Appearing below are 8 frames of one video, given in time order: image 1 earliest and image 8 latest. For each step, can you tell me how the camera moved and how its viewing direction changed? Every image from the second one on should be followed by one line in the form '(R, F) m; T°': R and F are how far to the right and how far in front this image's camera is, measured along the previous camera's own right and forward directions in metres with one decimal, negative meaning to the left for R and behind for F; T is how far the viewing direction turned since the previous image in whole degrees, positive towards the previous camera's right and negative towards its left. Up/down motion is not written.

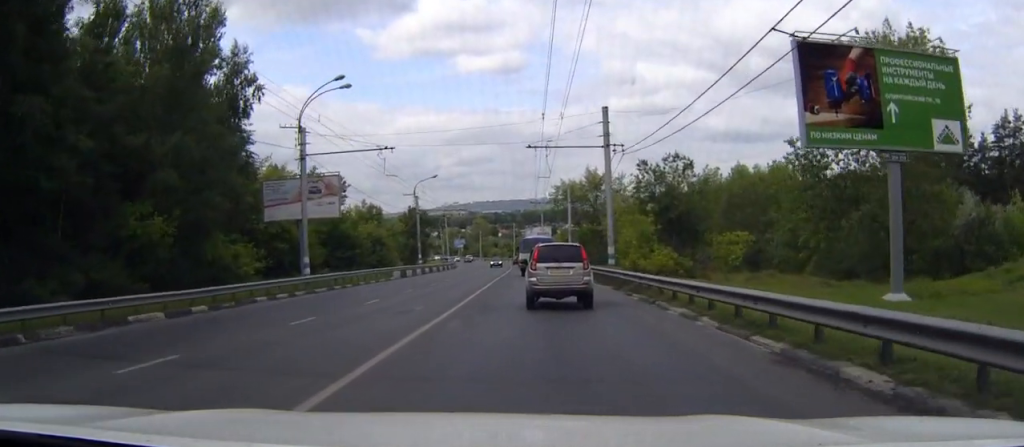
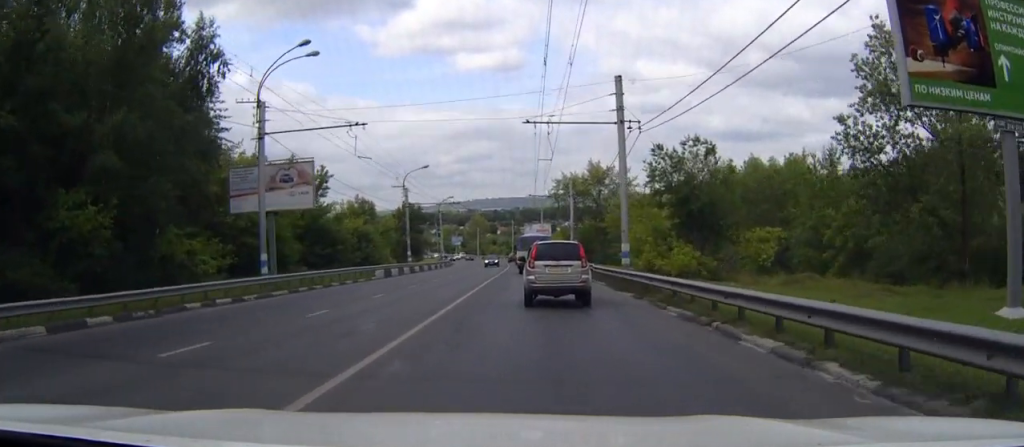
(0.0, +6.5) m; 0°
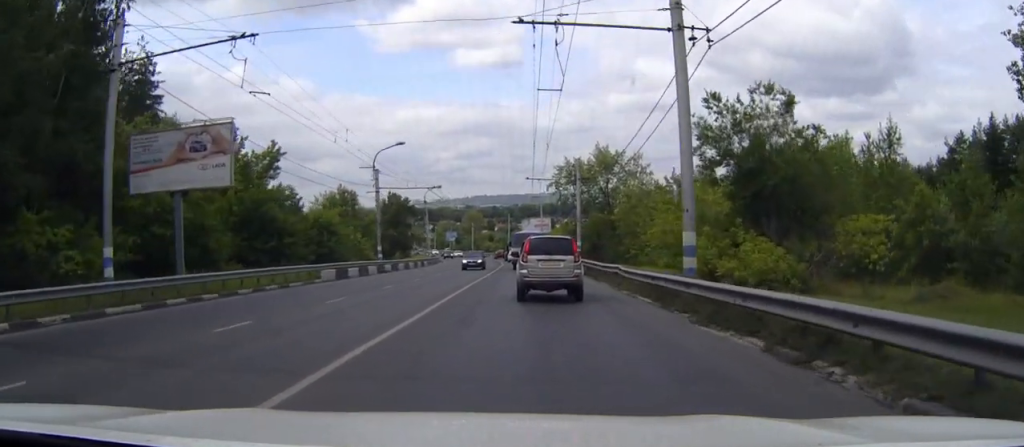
(0.0, +13.7) m; 0°
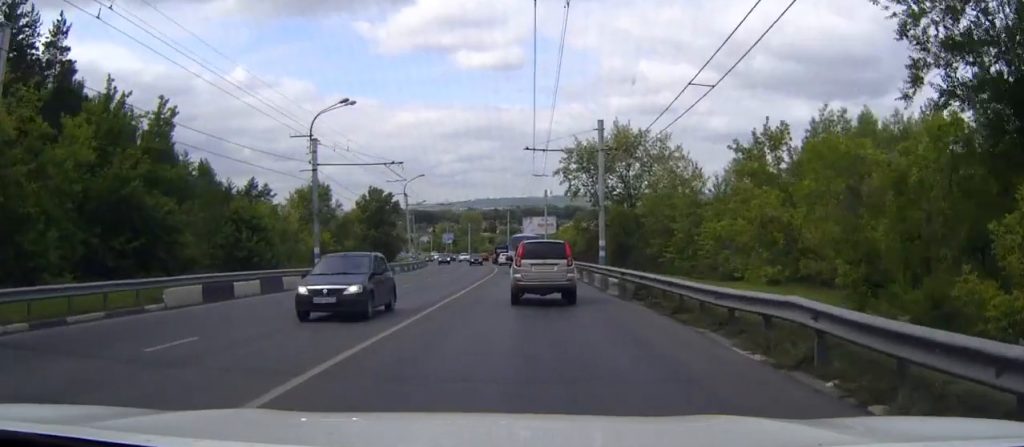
(0.0, +18.6) m; 0°
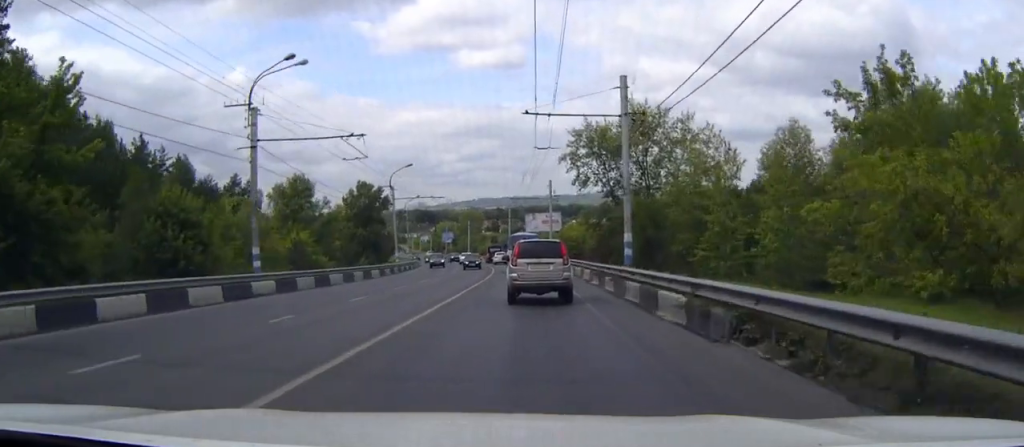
(0.0, +10.3) m; 0°
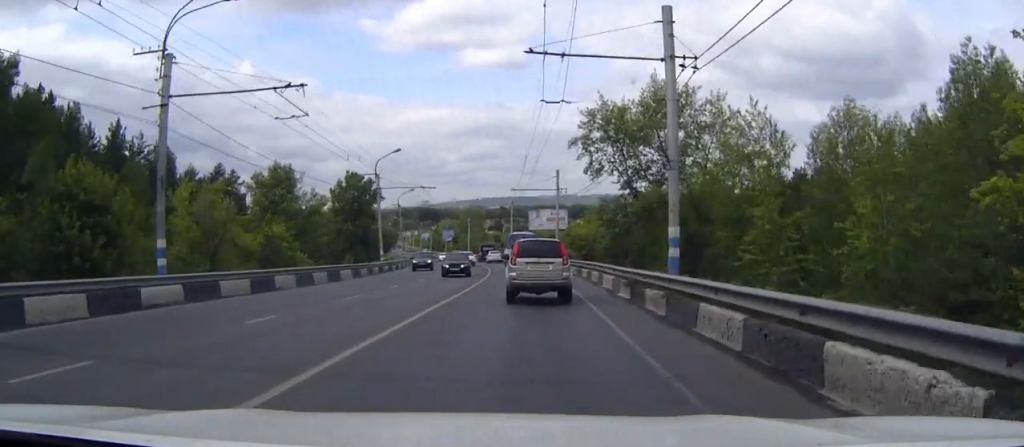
(0.0, +9.6) m; 0°
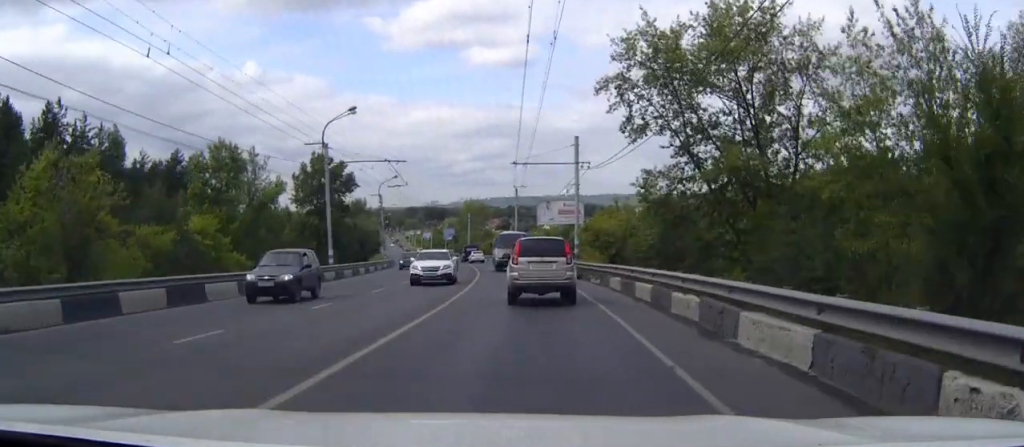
(-0.1, +19.6) m; -1°
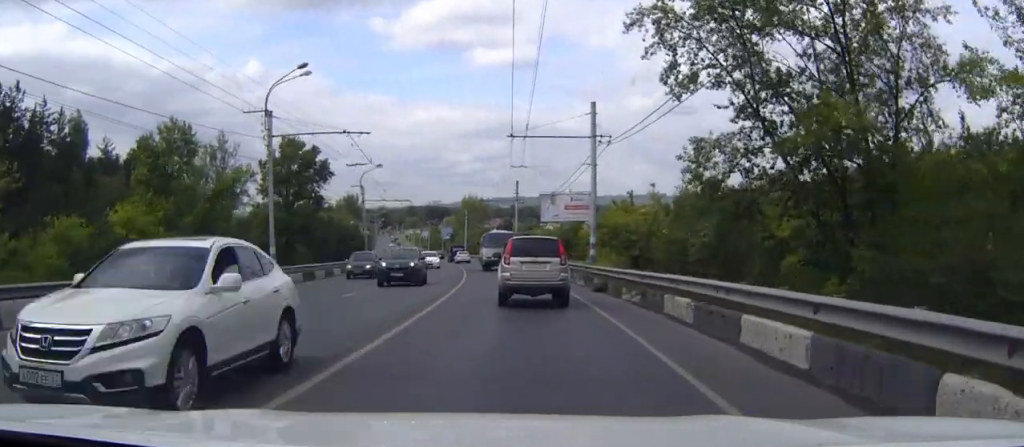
(-0.1, +11.6) m; -1°
